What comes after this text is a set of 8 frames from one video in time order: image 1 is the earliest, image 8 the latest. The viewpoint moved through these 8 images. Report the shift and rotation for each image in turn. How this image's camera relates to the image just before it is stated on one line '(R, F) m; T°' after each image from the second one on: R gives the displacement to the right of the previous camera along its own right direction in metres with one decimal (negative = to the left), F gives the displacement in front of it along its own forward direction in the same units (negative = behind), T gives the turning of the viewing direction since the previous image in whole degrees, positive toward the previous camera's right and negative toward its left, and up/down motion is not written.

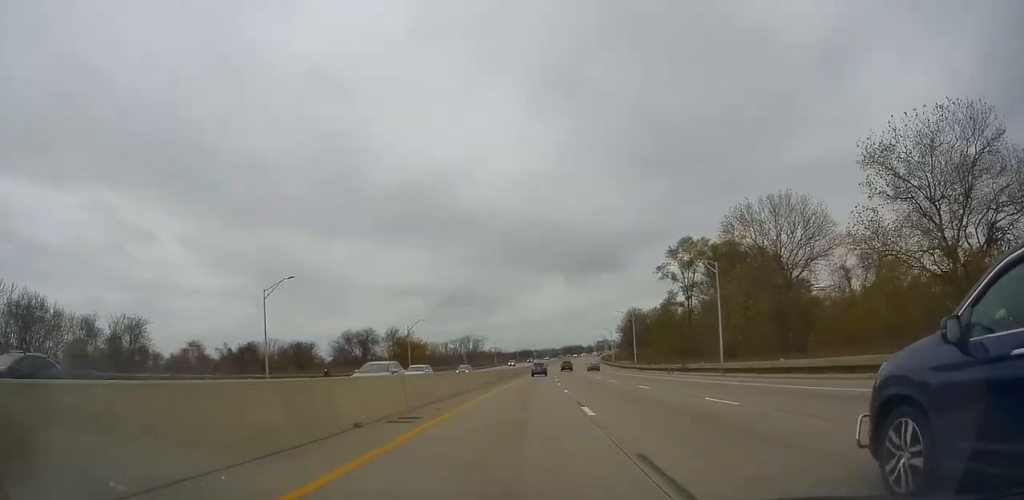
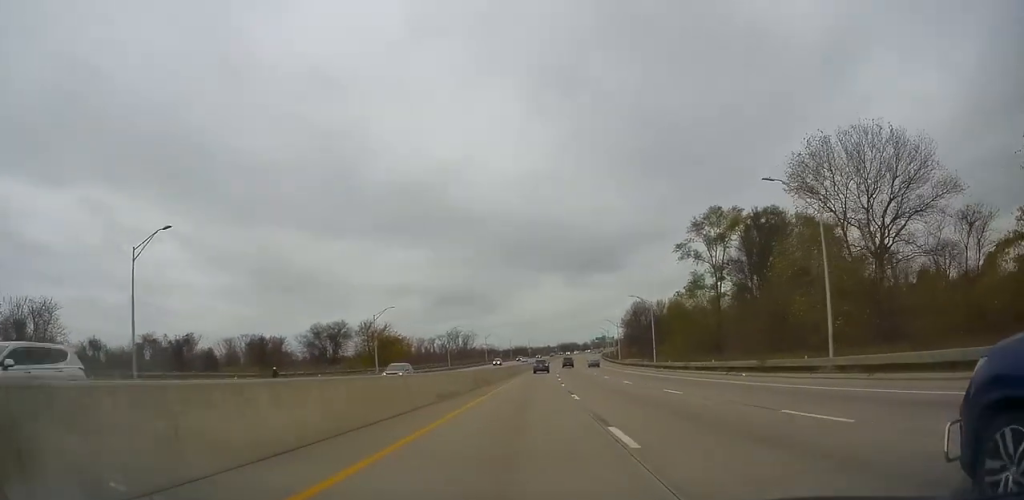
(0.0, +17.7) m; 0°
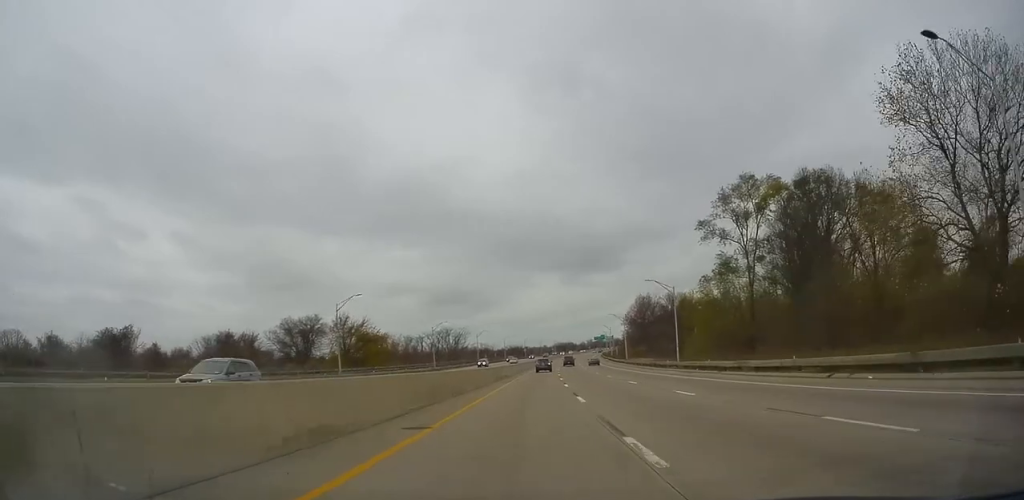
(0.0, +13.7) m; 0°
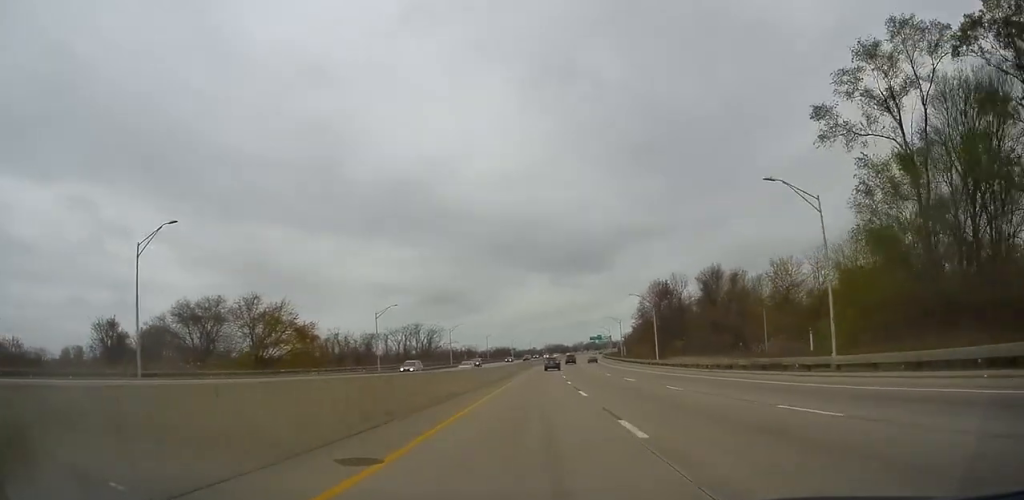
(+0.4, +33.8) m; +1°
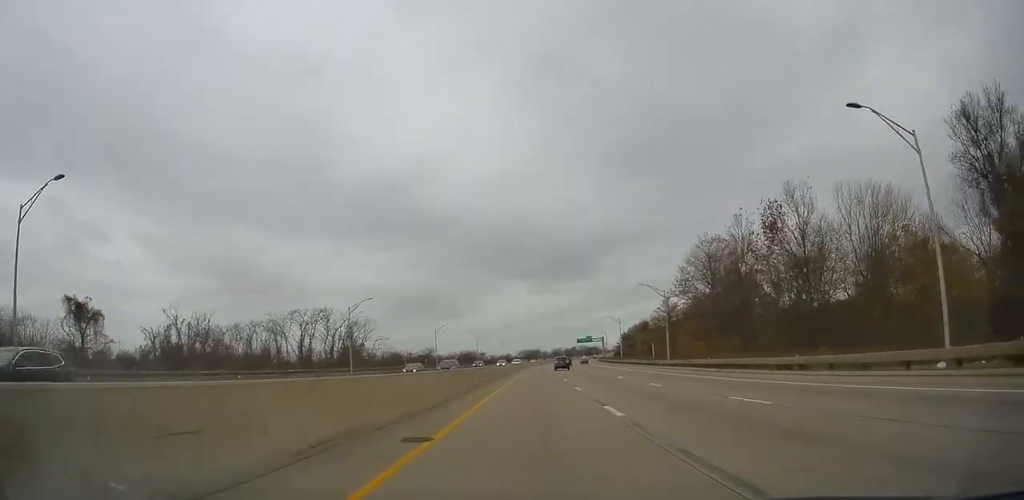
(+0.4, +57.0) m; +2°
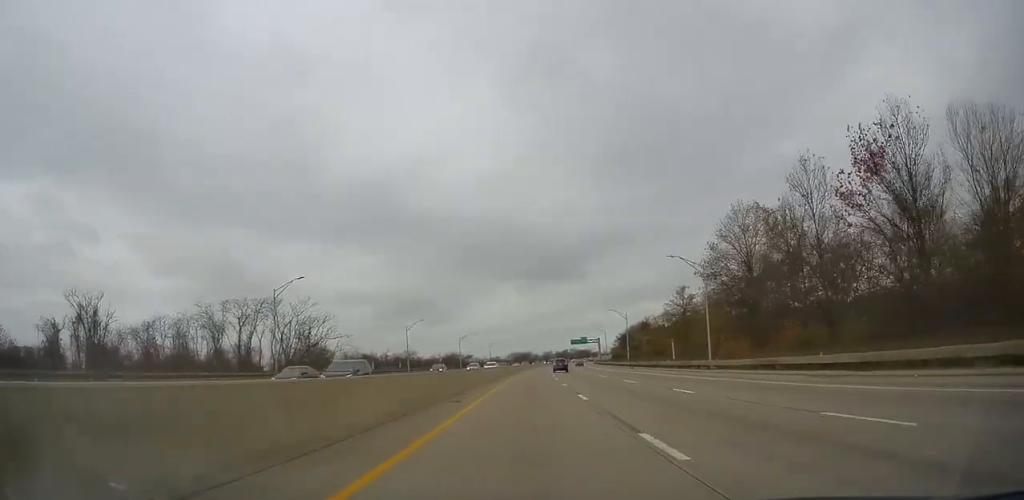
(+0.3, +18.6) m; +1°
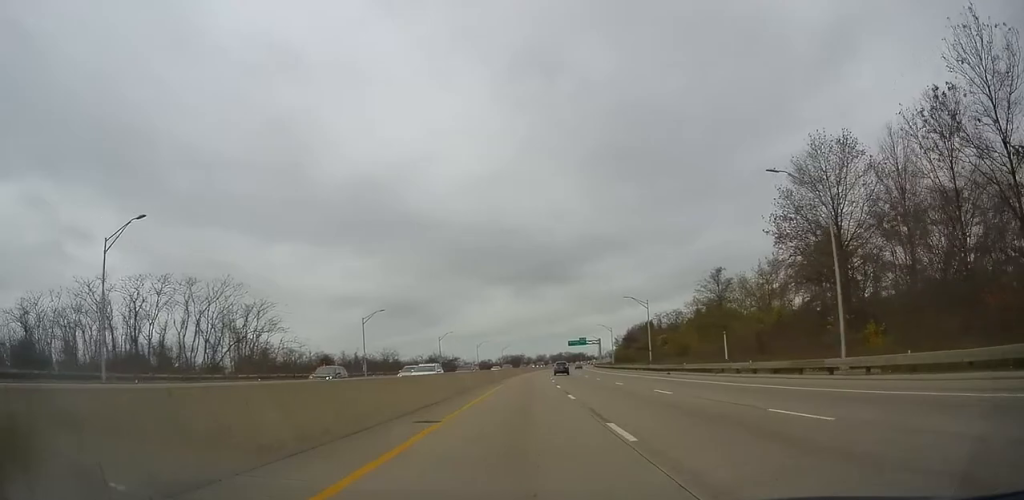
(+0.1, +22.4) m; +1°
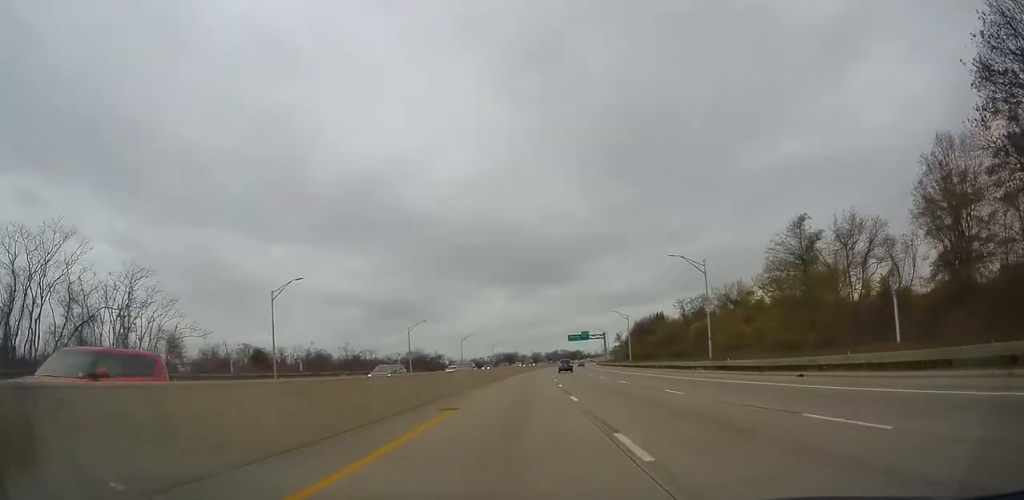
(+0.1, +26.7) m; +1°
